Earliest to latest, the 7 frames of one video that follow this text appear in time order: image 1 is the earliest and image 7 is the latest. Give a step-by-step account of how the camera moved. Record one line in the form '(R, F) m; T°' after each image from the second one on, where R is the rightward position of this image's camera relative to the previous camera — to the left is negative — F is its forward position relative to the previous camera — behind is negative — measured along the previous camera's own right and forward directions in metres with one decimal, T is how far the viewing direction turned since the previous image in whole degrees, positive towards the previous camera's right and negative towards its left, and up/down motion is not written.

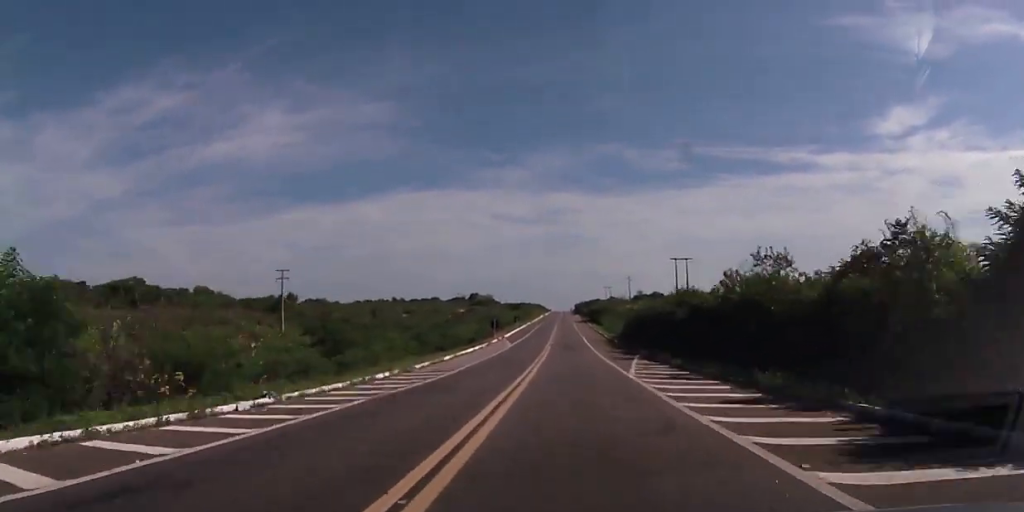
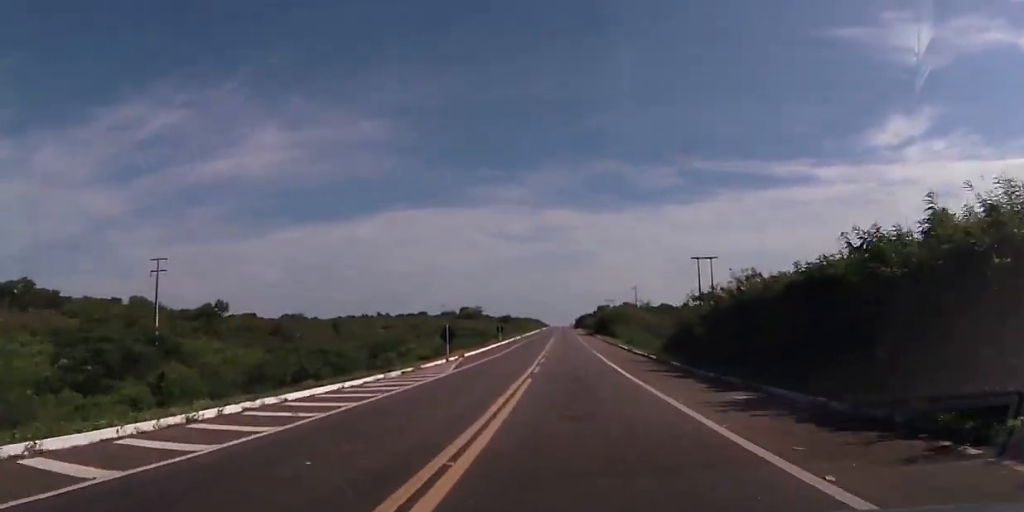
(0.0, +35.0) m; 0°
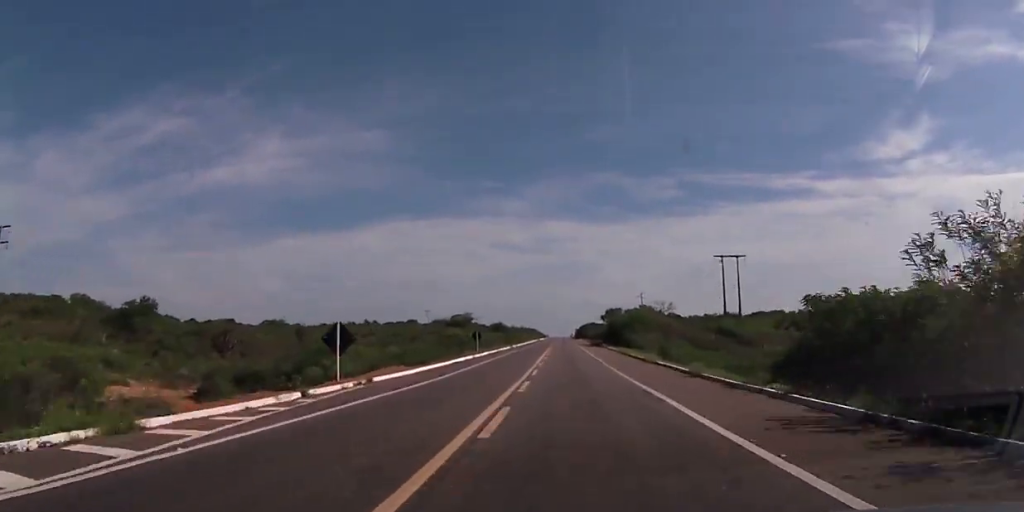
(0.0, +25.3) m; 0°
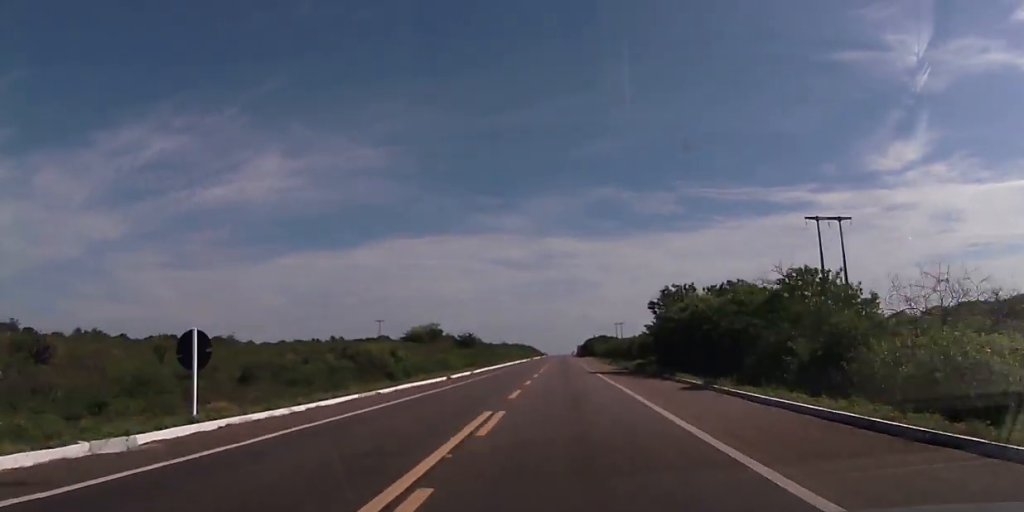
(+0.2, +56.3) m; 0°
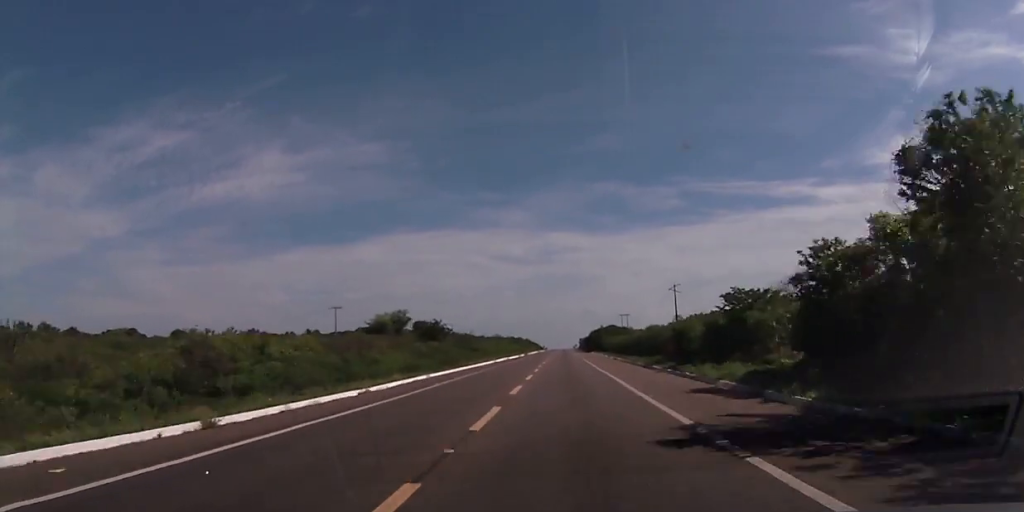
(-0.1, +33.2) m; 0°
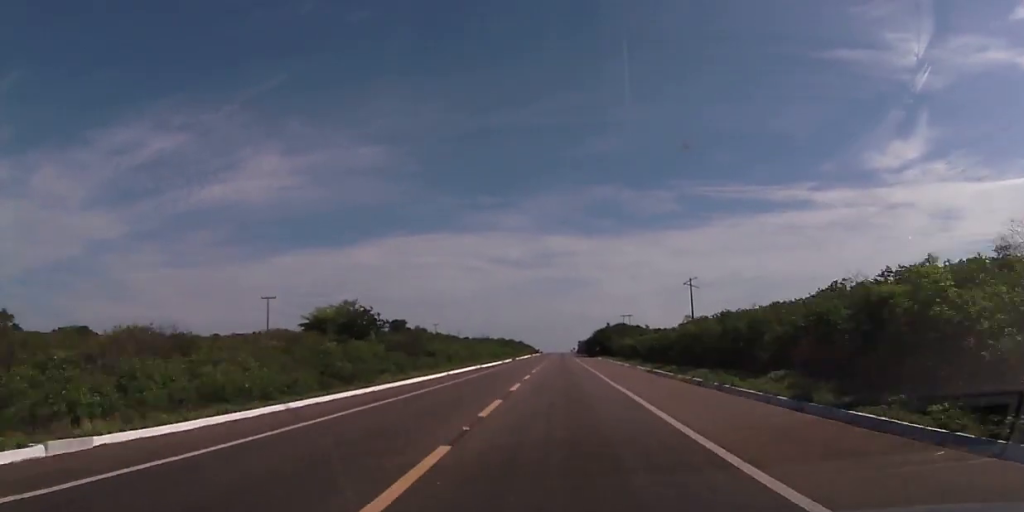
(+0.1, +30.4) m; 0°
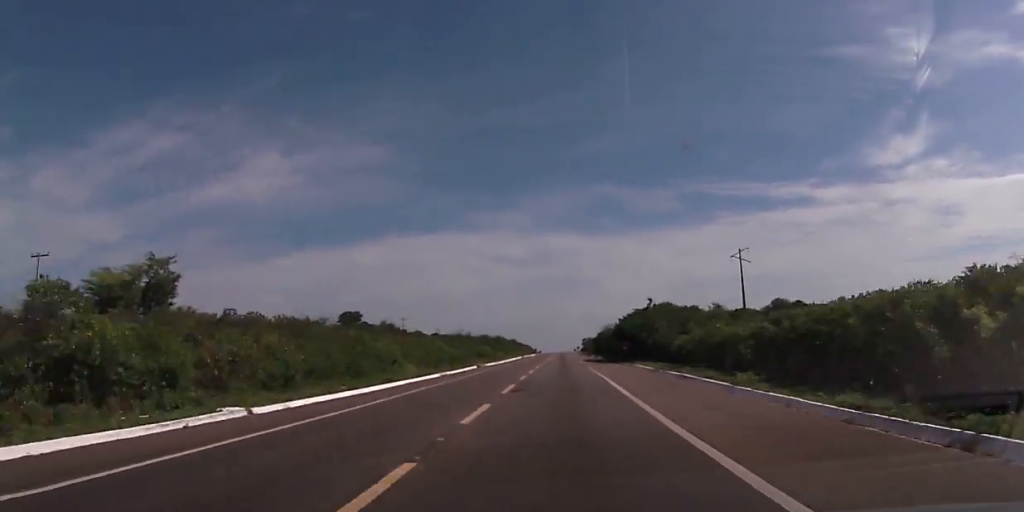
(-0.5, +50.9) m; 0°
